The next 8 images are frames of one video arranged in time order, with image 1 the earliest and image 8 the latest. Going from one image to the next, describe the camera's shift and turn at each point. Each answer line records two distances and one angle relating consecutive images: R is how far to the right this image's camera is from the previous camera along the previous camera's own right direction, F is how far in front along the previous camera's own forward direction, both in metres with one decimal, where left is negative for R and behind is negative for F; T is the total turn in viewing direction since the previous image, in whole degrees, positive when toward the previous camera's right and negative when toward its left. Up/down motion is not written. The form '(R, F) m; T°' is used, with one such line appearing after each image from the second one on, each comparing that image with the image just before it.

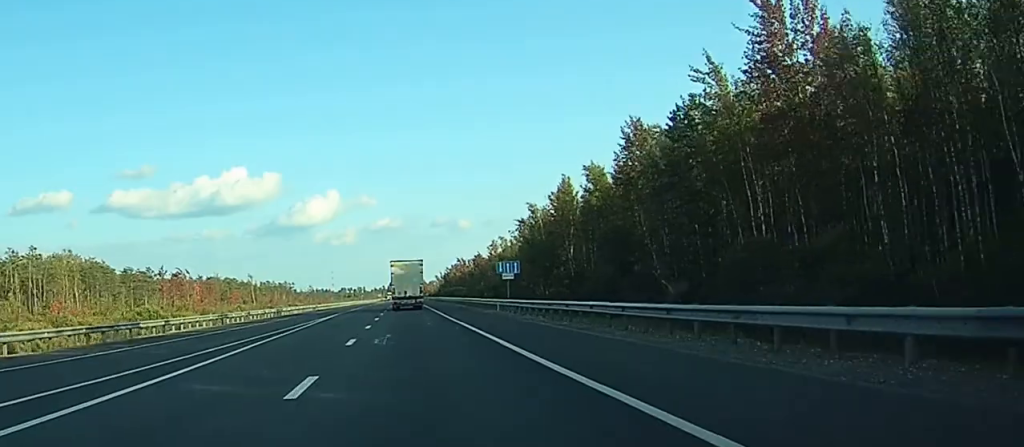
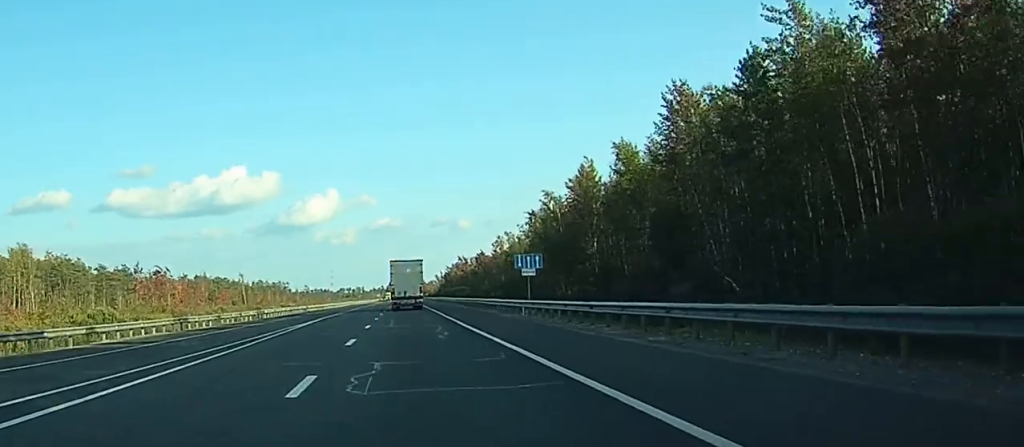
(+0.2, +11.7) m; 0°
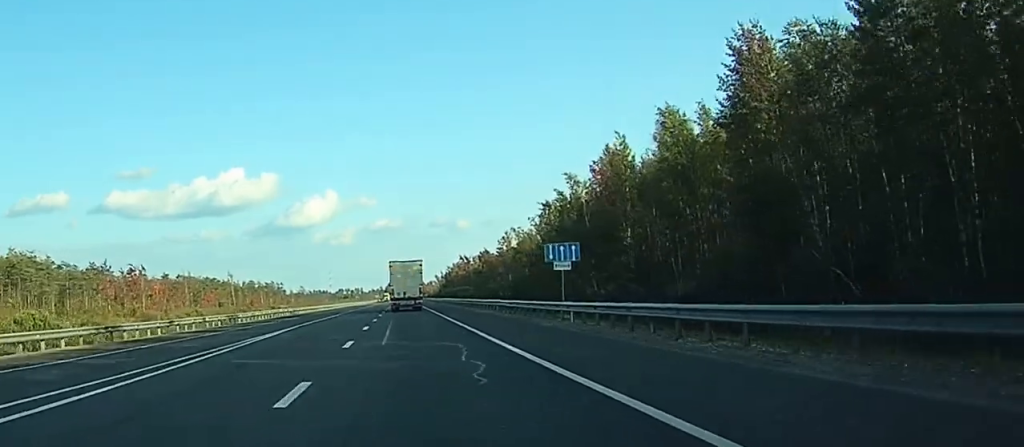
(-0.2, +12.5) m; 0°
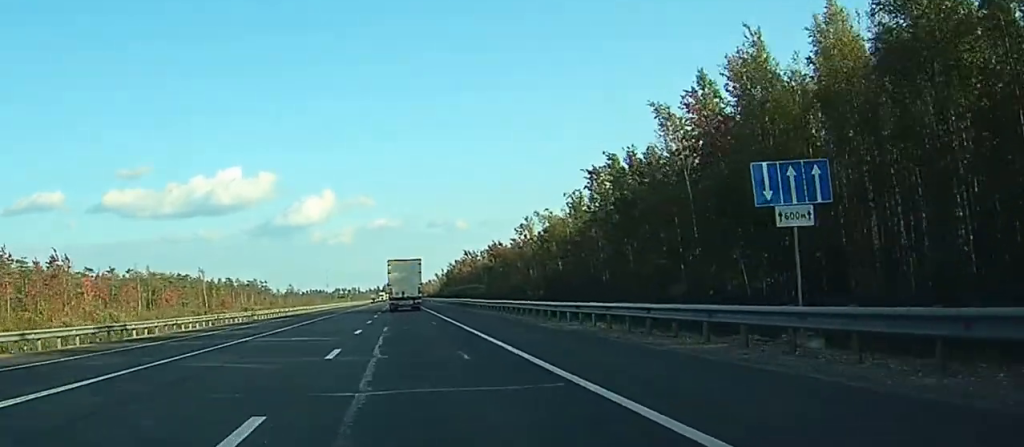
(-0.3, +27.7) m; 0°
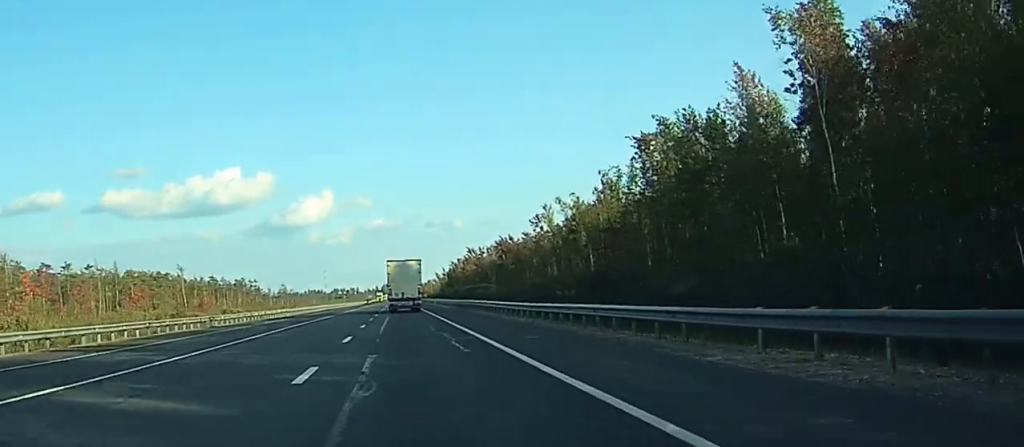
(+0.2, +16.8) m; +1°
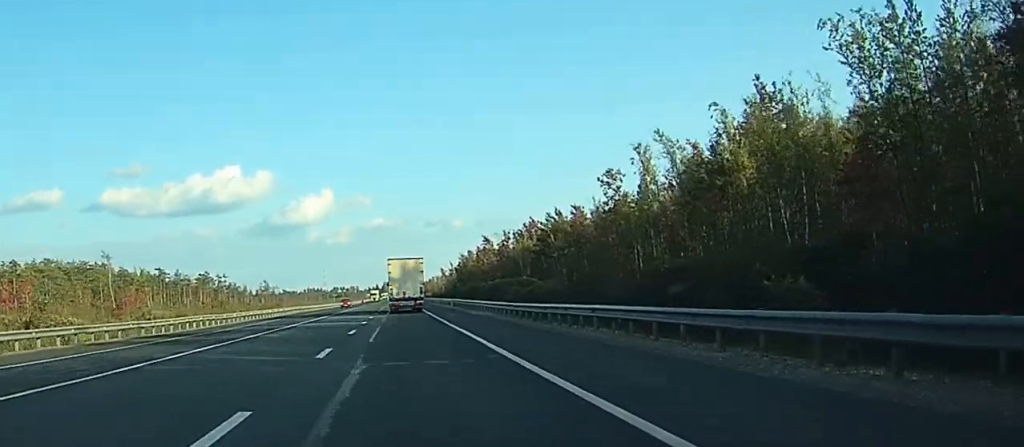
(0.0, +42.0) m; 0°
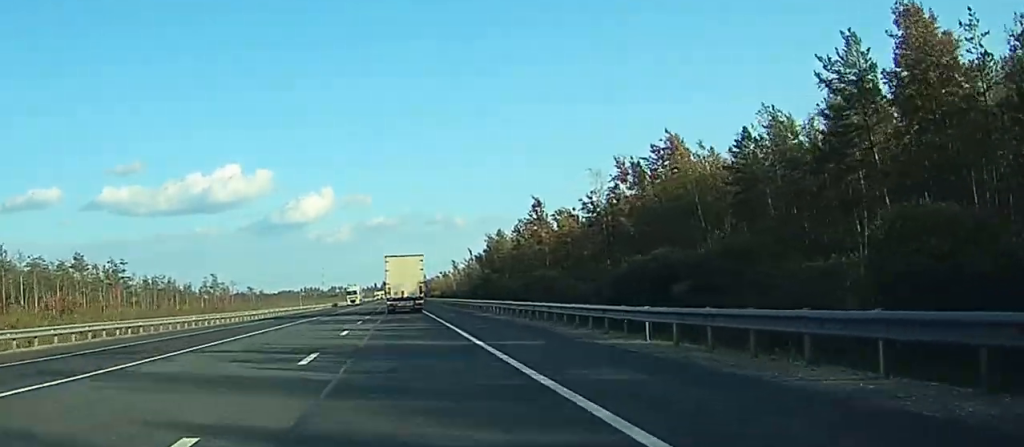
(-0.6, +72.8) m; -1°
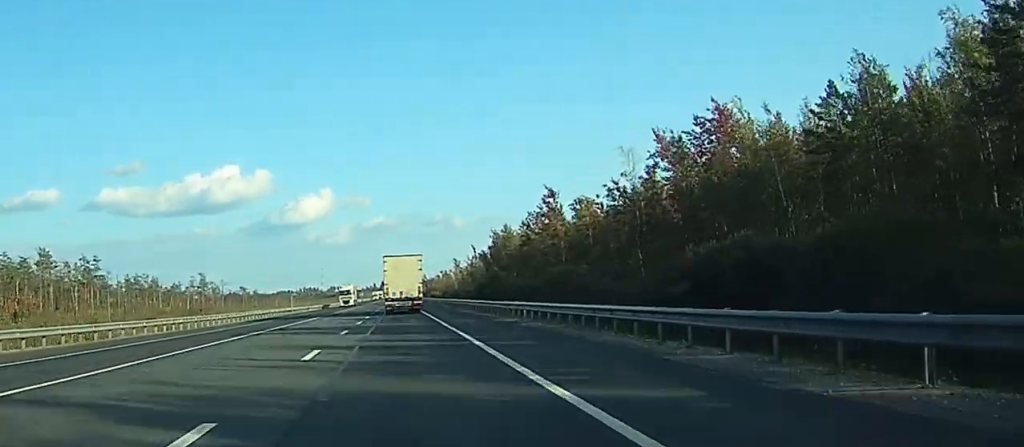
(0.0, +10.9) m; 0°
